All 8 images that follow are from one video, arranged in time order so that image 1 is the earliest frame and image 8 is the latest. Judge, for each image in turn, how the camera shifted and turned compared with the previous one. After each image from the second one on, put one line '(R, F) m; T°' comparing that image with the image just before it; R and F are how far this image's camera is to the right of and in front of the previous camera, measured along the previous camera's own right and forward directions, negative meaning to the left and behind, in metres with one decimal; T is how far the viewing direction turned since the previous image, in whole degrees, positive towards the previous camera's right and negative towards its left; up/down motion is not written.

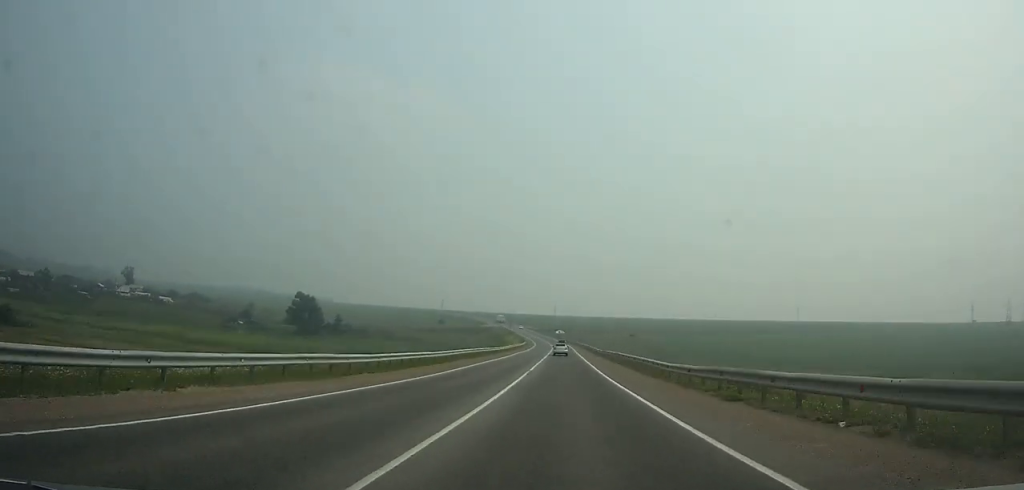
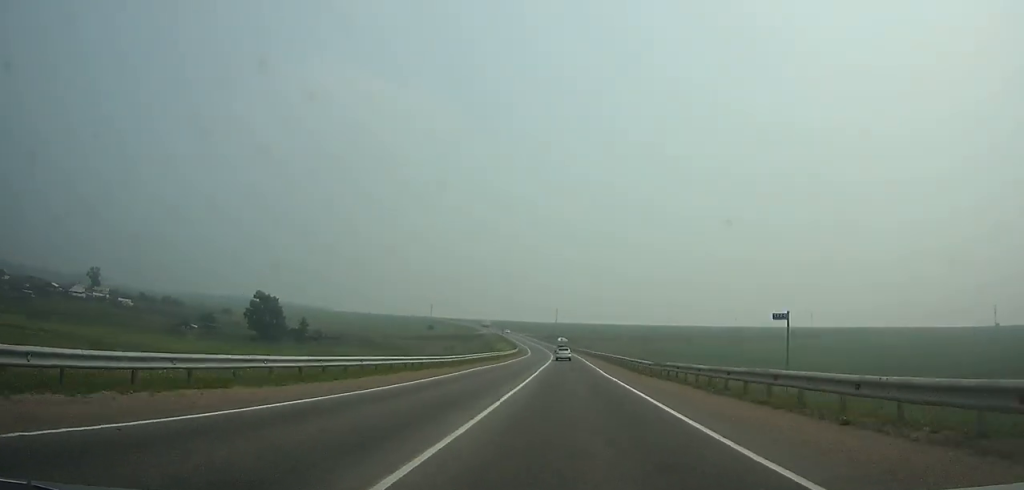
(-0.5, +33.5) m; -1°
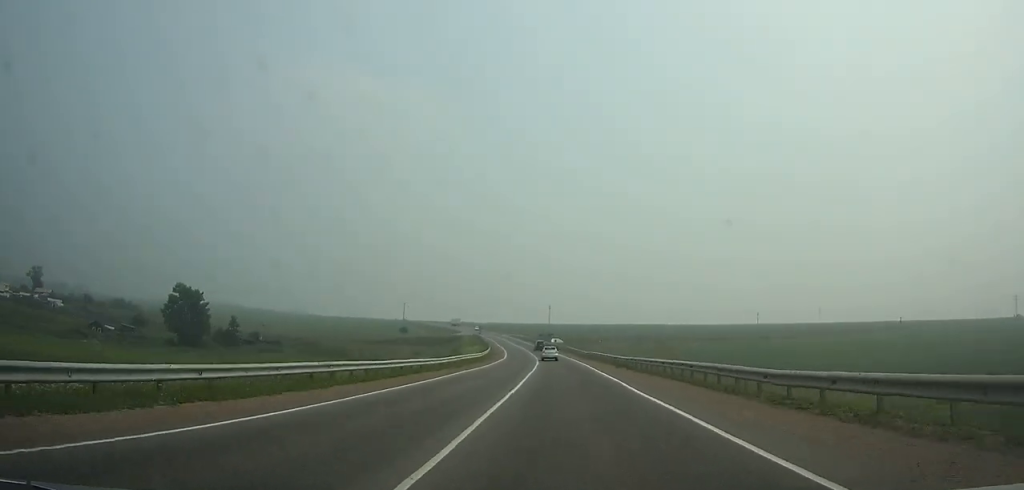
(-0.3, +42.5) m; -1°
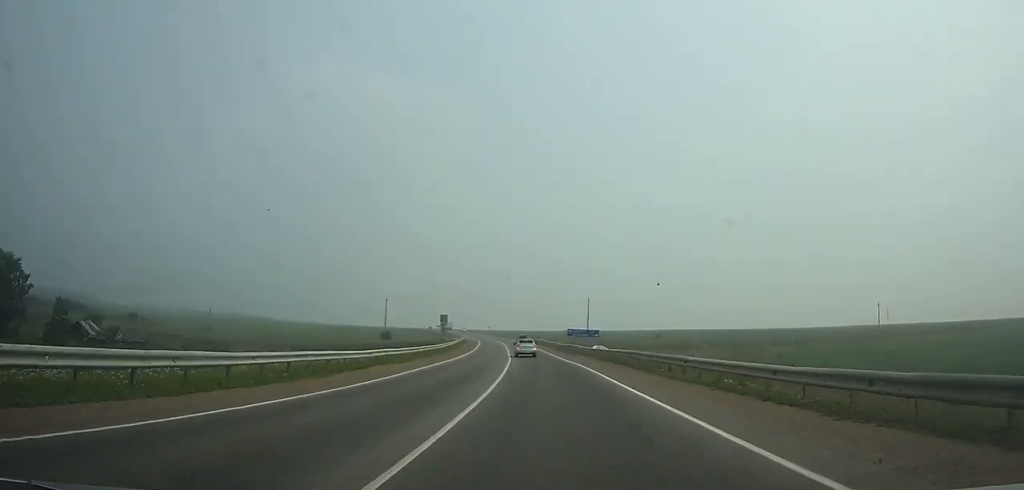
(-1.9, +73.6) m; -4°
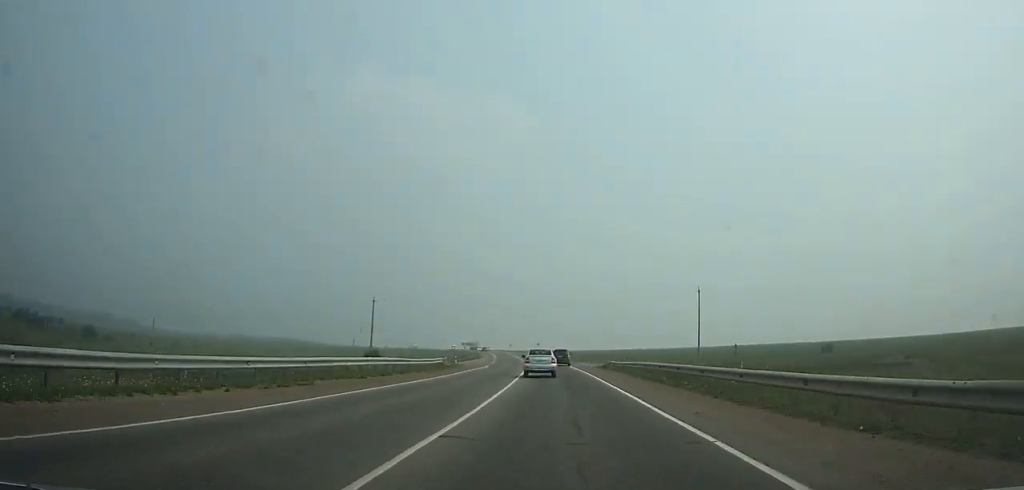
(-2.7, +68.1) m; -5°
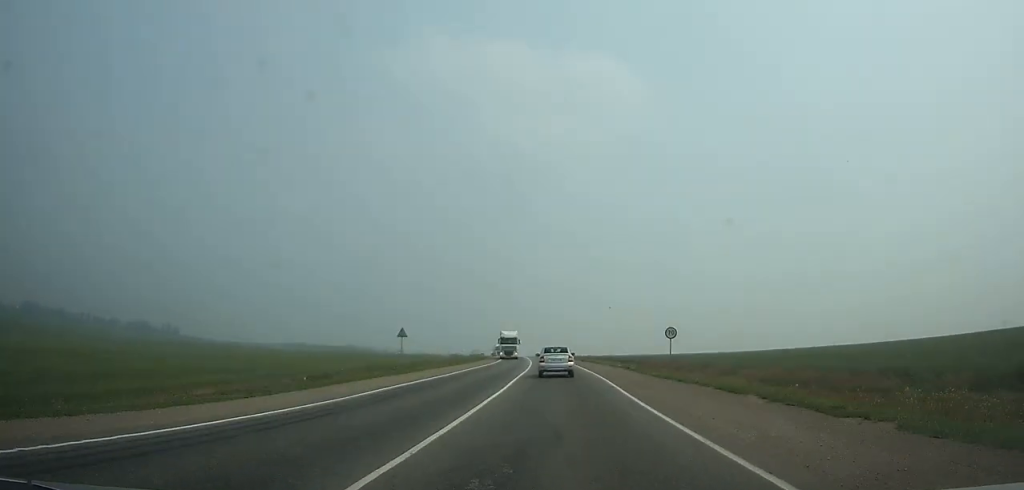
(-23.8, +197.1) m; -11°
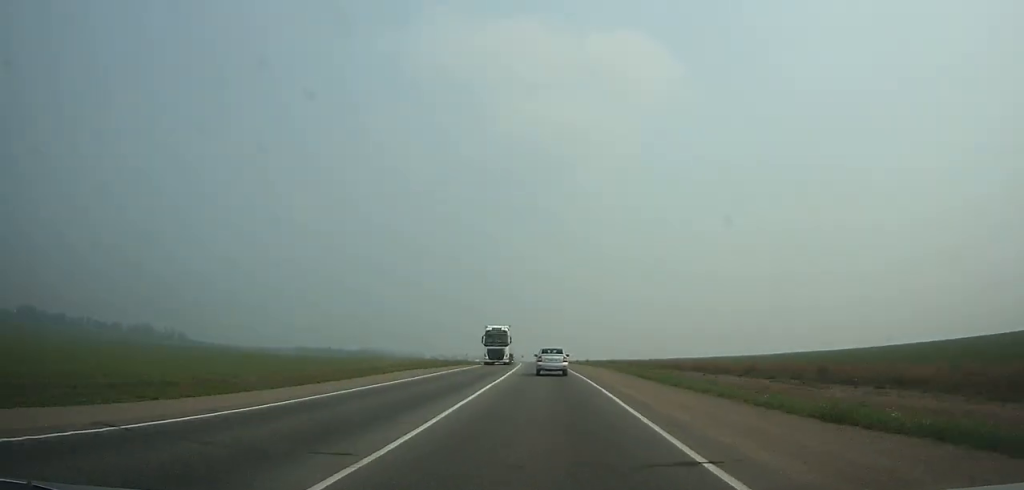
(-1.5, +64.8) m; -3°
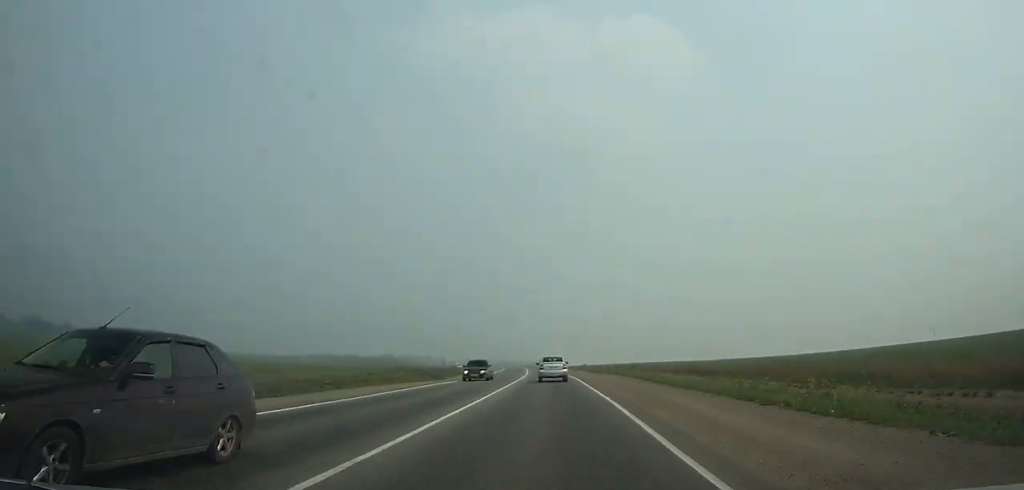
(-0.8, +40.3) m; -2°
